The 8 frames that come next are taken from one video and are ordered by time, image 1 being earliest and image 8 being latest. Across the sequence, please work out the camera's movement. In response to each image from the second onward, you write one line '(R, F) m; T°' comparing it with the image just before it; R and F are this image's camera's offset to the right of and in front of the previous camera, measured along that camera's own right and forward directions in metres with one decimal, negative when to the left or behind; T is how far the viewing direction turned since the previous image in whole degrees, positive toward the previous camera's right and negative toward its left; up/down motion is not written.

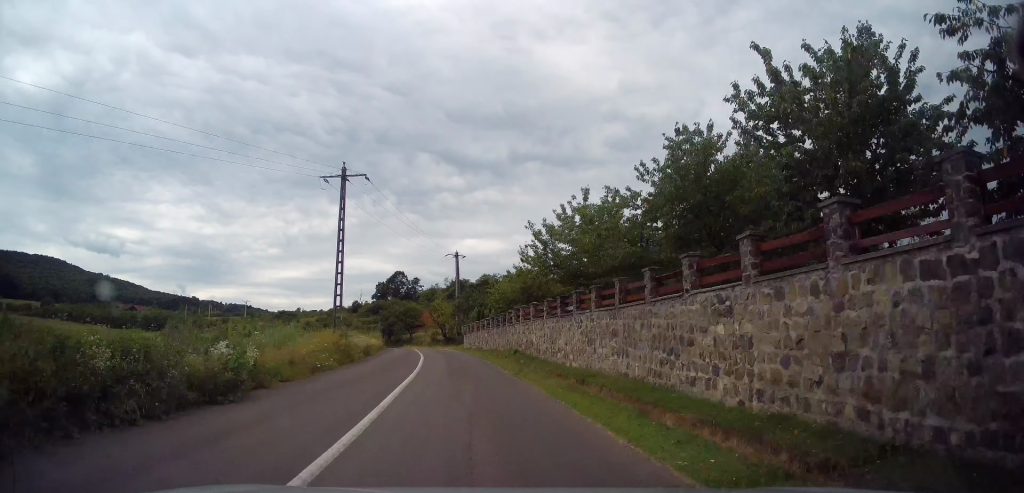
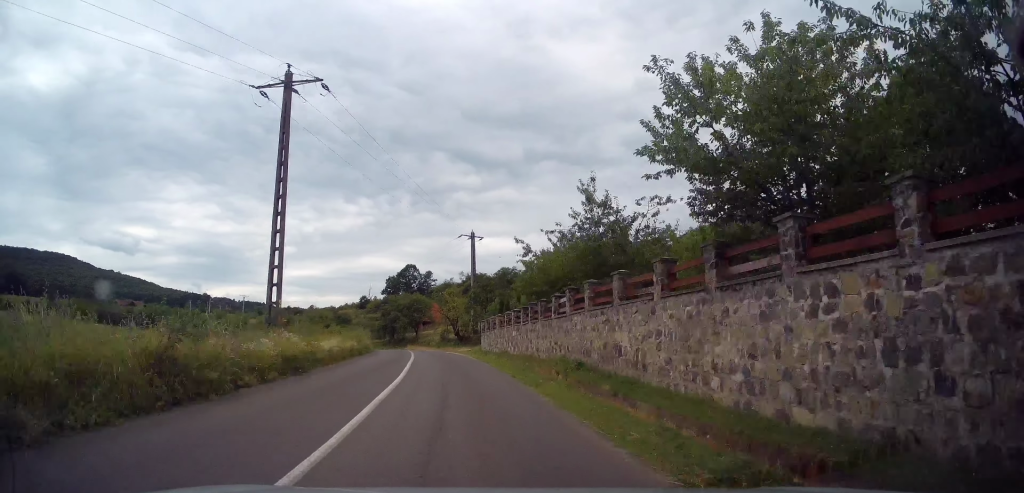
(-0.5, +13.2) m; -2°
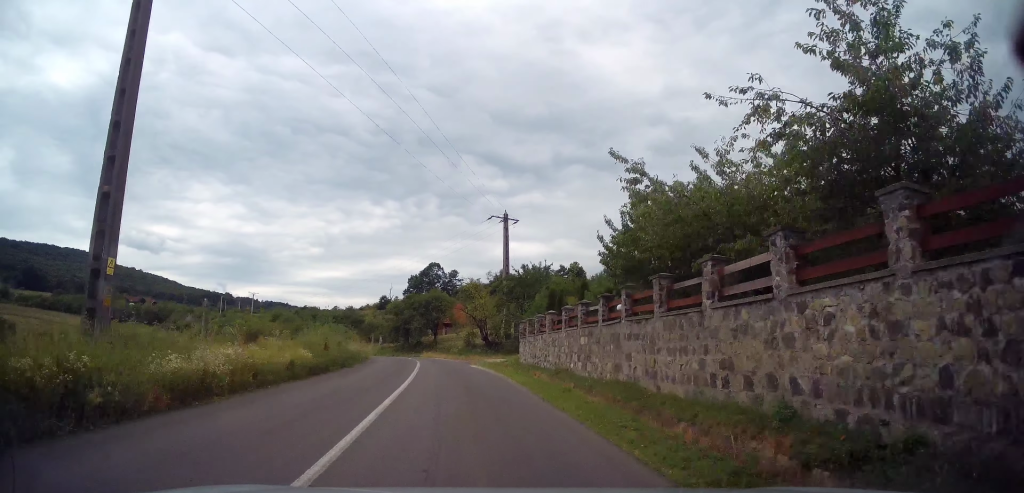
(-0.1, +11.8) m; -4°
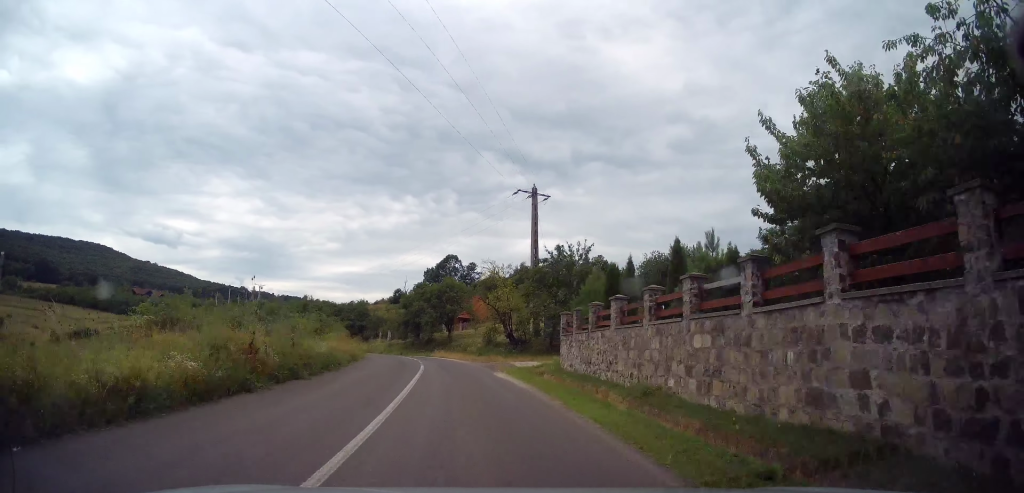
(-0.2, +7.9) m; -2°
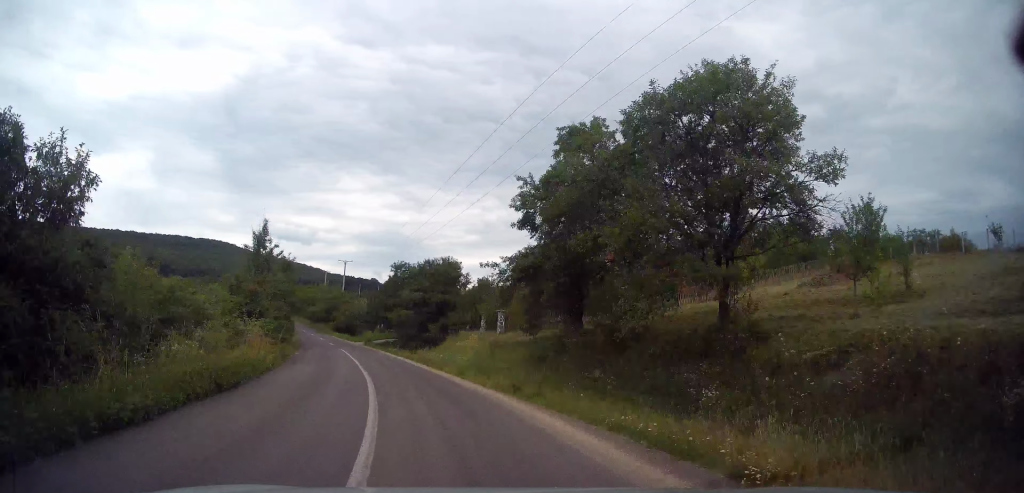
(-4.1, +37.0) m; -17°
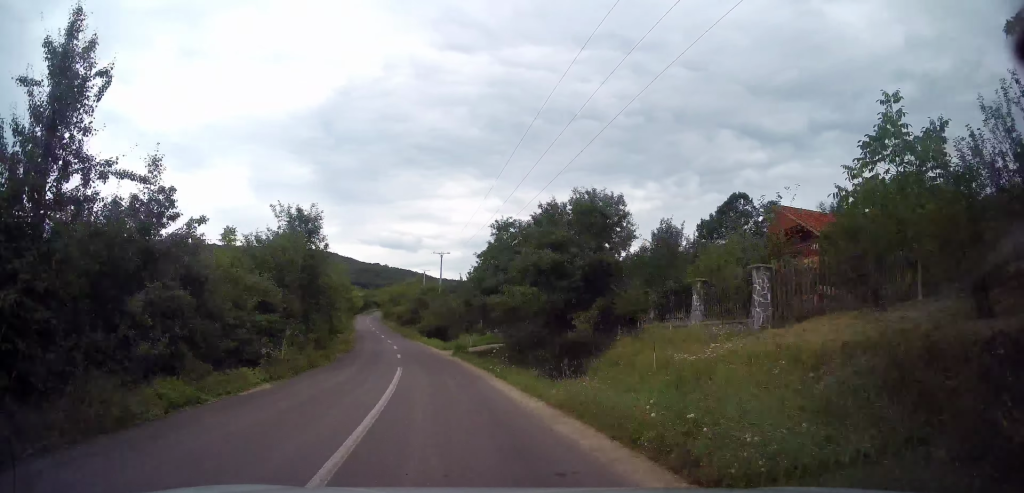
(-1.2, +16.5) m; -10°
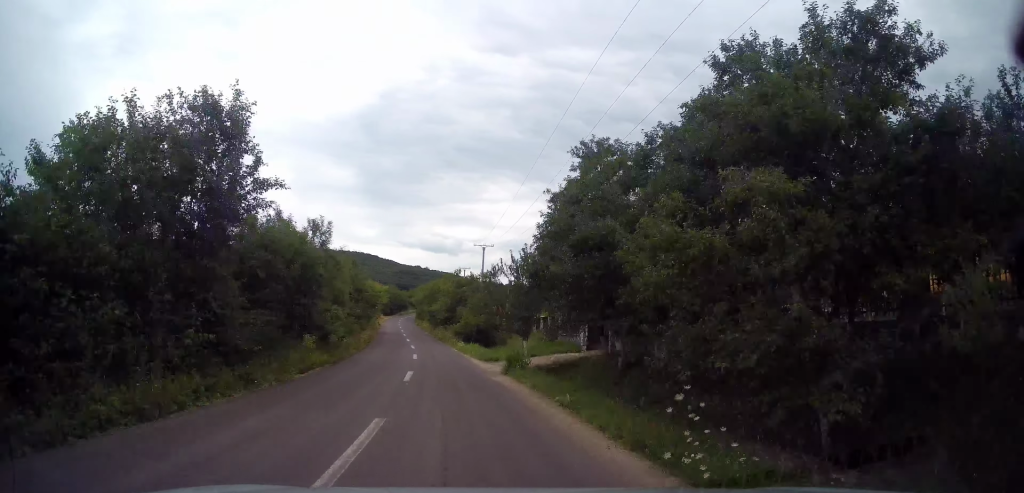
(-0.9, +11.2) m; -5°
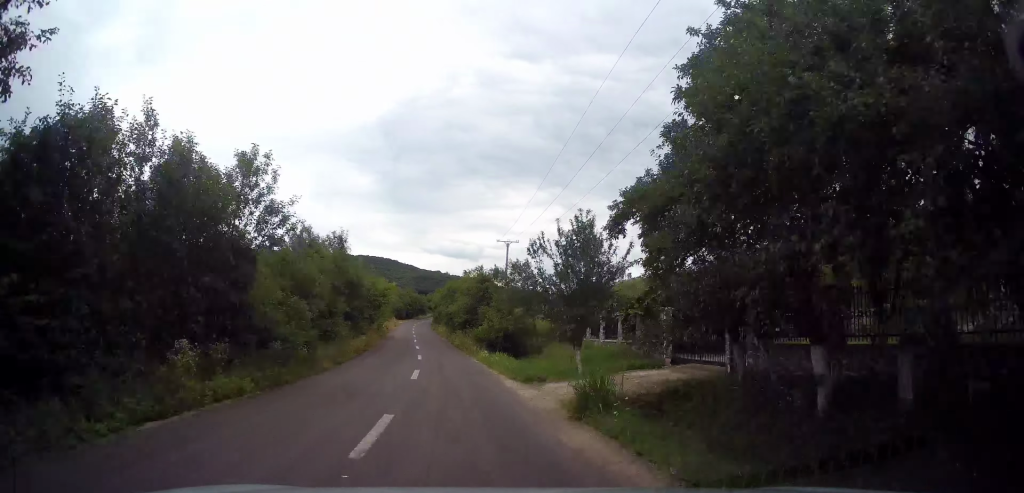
(-0.2, +8.1) m; -1°
